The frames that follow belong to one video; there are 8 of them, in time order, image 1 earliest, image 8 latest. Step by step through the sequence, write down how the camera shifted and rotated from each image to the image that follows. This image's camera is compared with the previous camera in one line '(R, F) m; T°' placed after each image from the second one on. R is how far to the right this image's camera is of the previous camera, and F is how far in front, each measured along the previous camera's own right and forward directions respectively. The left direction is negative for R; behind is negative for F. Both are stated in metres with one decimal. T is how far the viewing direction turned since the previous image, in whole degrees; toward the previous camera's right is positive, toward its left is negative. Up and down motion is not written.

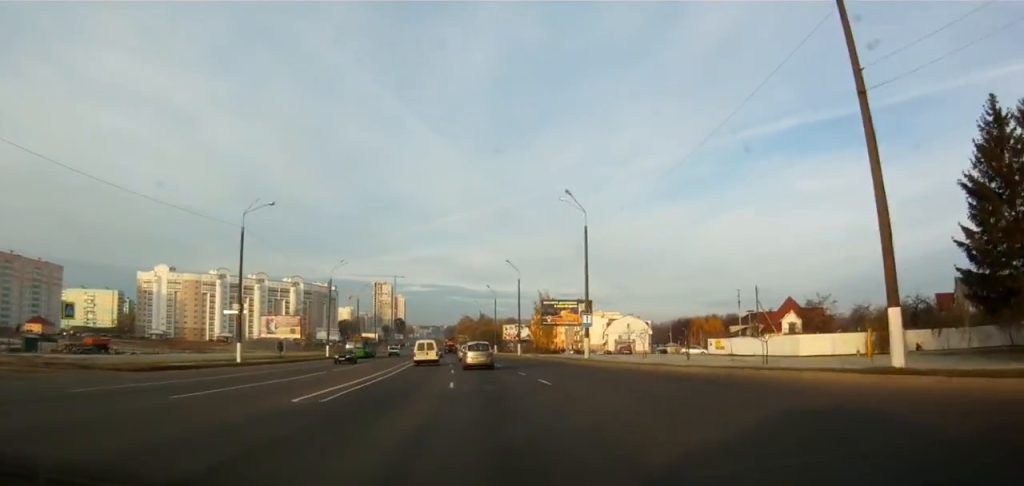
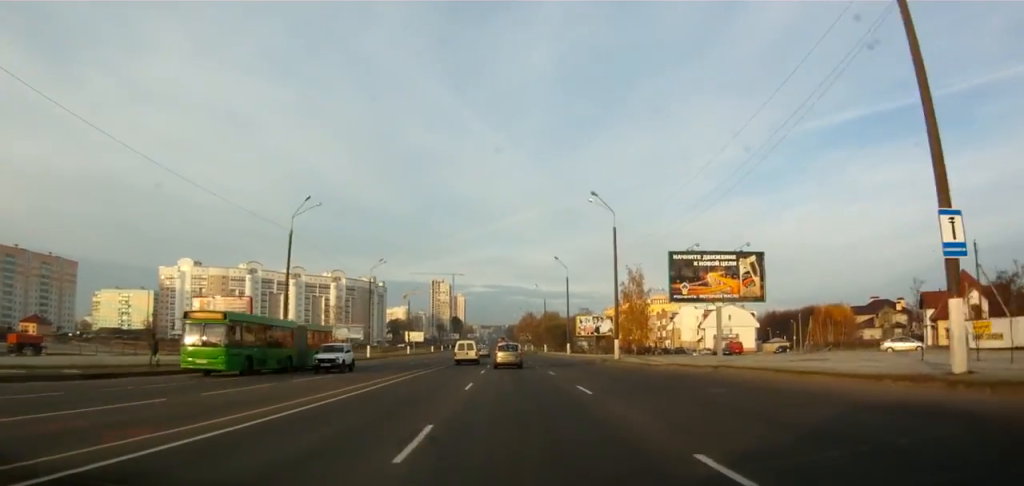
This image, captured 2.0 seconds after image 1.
(-1.1, +37.3) m; -5°
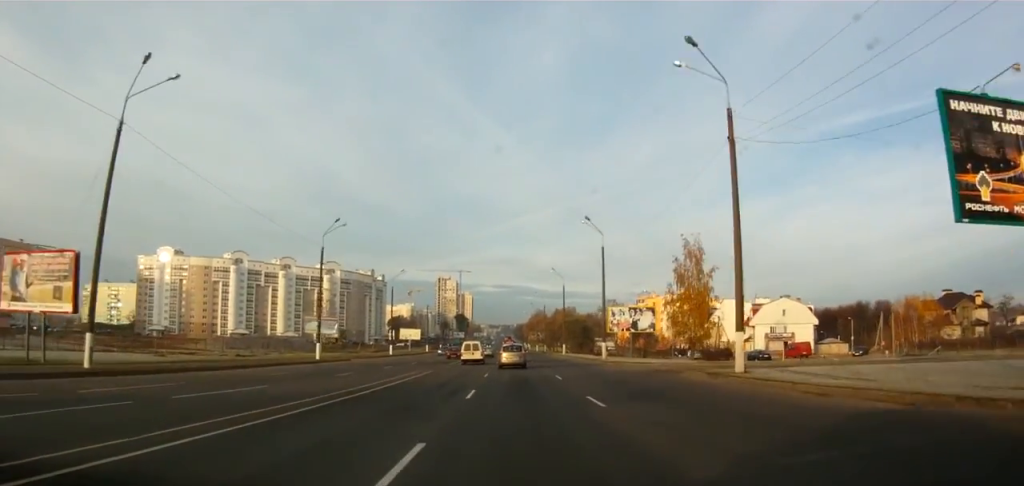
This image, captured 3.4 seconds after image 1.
(-1.2, +25.6) m; -3°
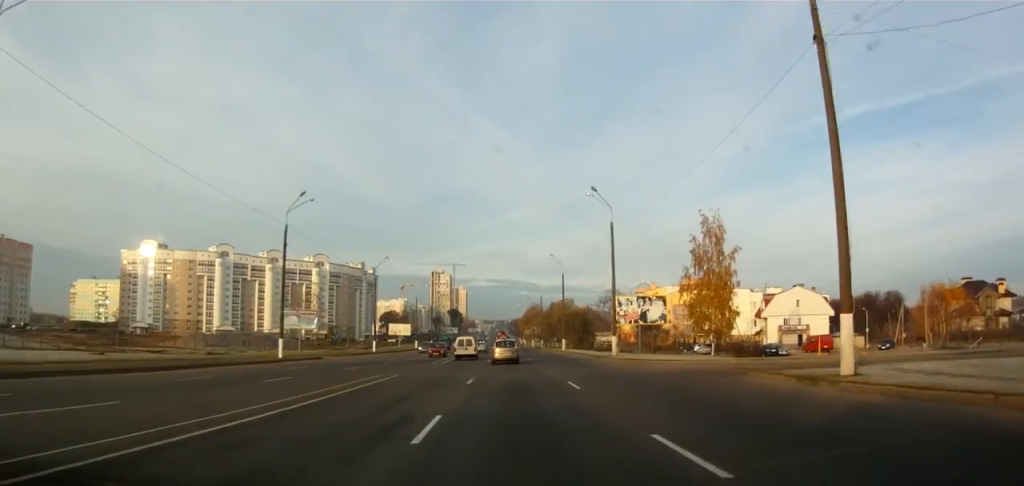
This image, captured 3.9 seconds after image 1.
(+0.1, +8.8) m; 0°
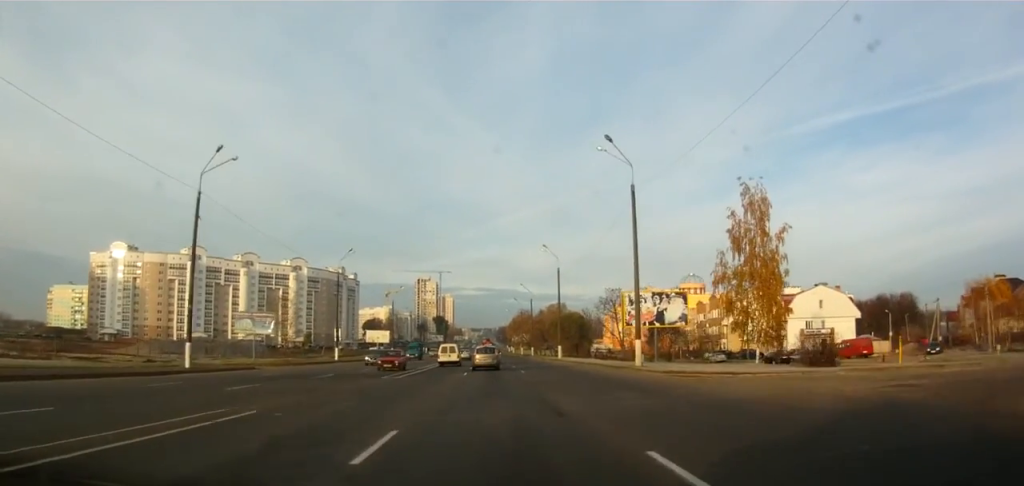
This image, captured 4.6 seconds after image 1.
(+0.2, +13.3) m; +1°
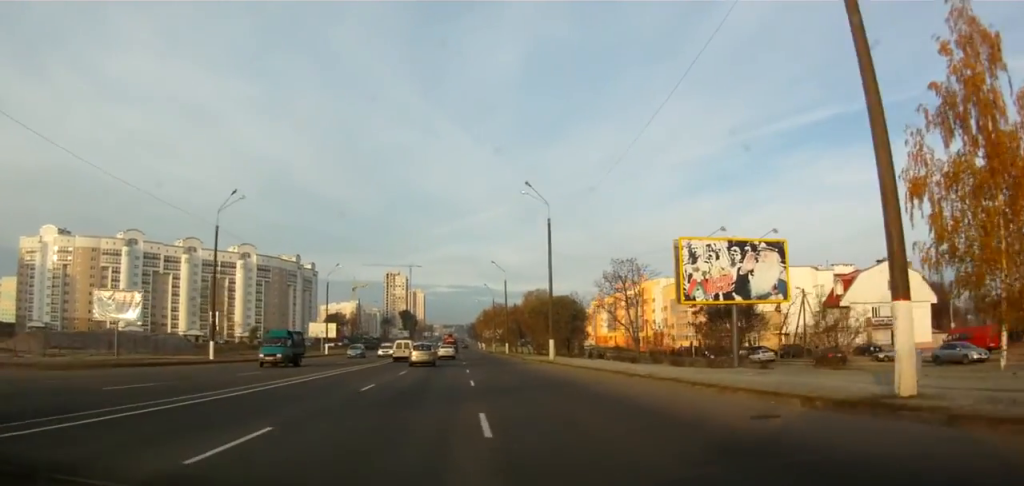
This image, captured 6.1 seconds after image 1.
(+0.5, +26.8) m; +1°
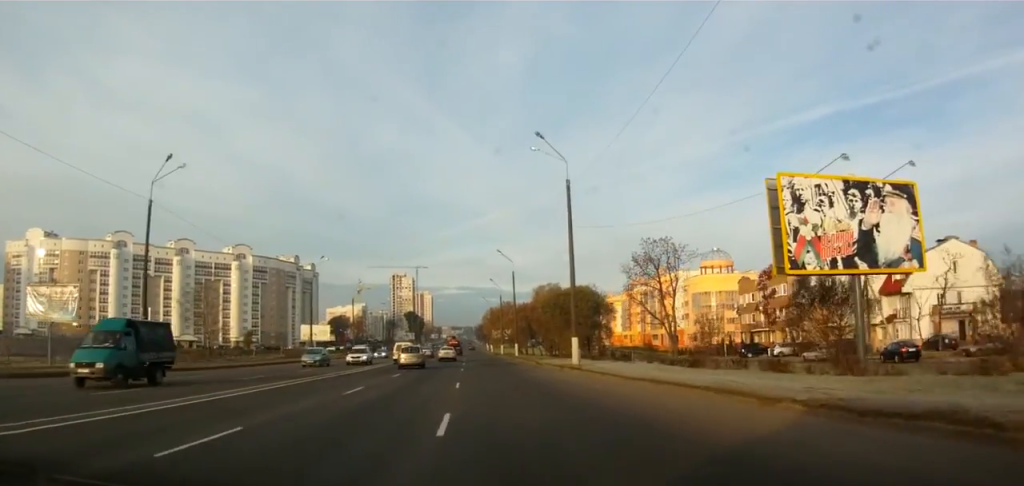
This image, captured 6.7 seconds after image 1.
(+0.2, +11.3) m; 0°
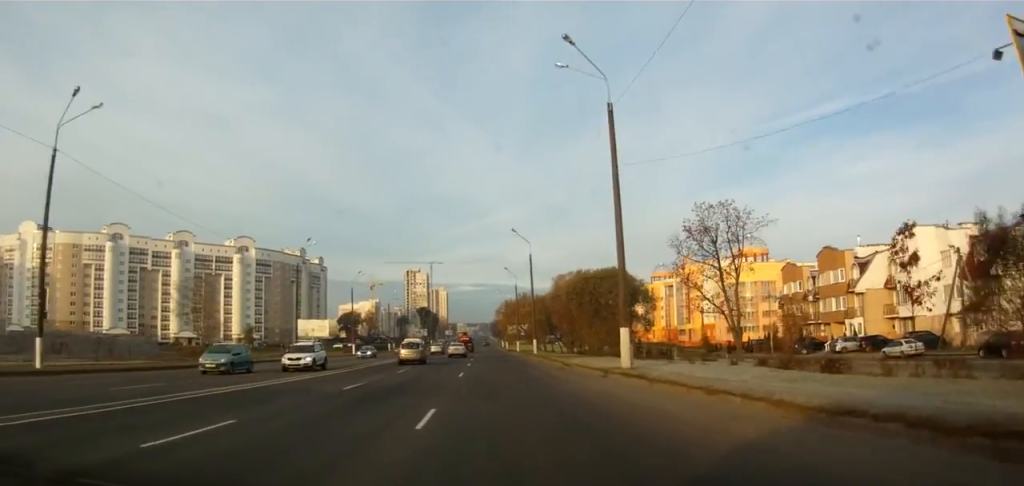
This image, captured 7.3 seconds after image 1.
(-0.4, +11.4) m; 0°
